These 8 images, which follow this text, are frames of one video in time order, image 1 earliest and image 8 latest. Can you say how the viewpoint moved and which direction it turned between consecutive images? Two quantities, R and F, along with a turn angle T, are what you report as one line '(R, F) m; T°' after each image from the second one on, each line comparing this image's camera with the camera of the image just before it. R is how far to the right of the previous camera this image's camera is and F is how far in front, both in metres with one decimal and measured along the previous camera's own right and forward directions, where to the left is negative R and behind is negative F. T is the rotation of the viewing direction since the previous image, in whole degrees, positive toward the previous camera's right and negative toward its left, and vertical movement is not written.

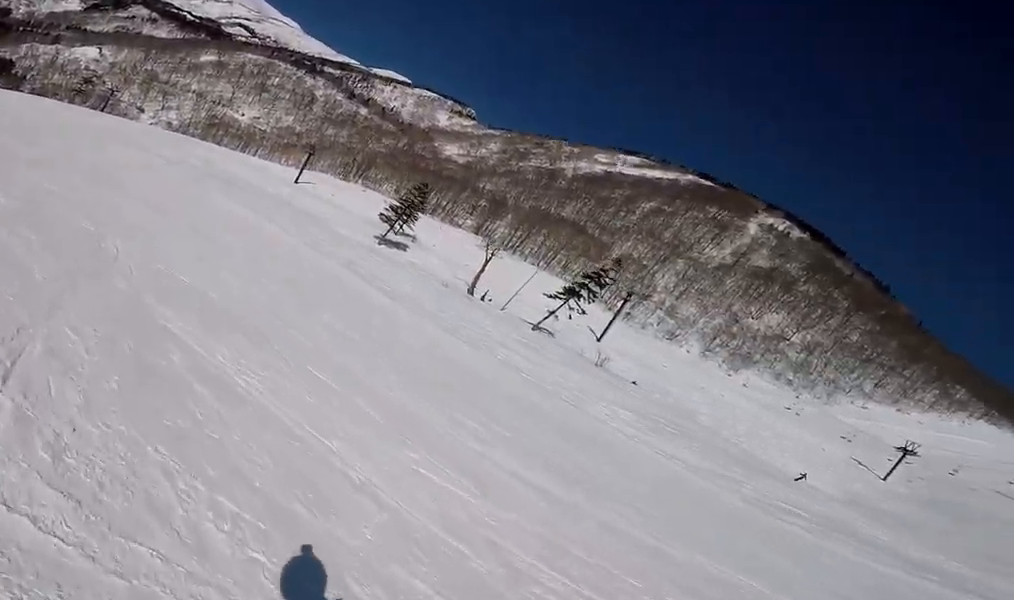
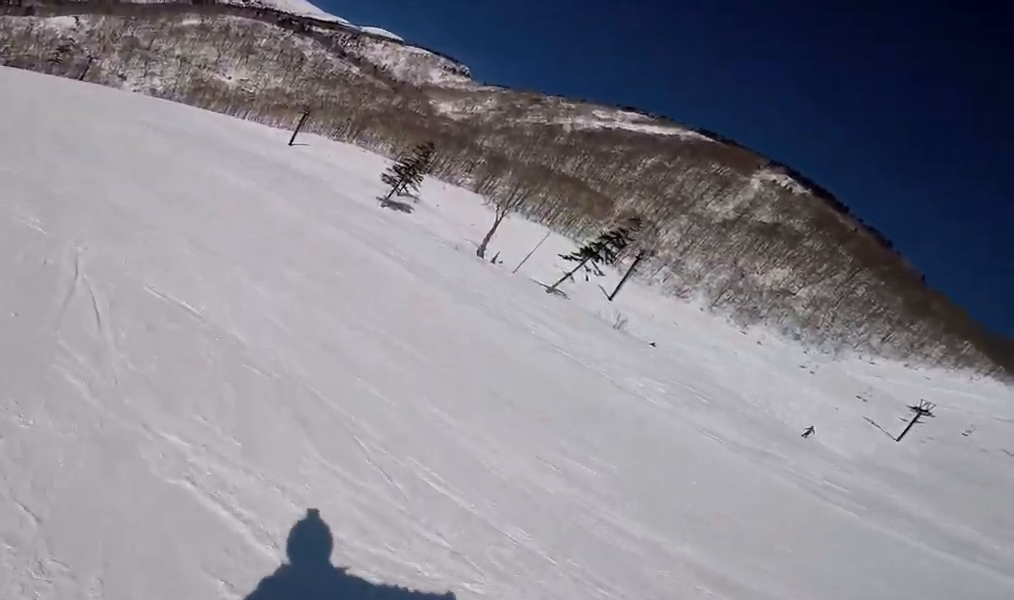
(+0.3, +3.1) m; +1°
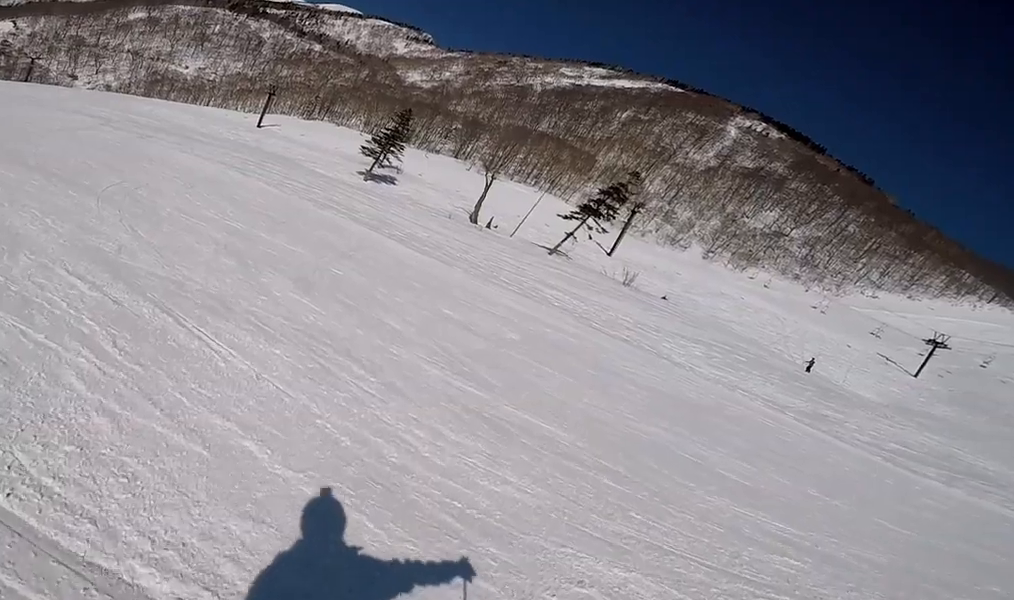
(0.0, +3.1) m; +4°
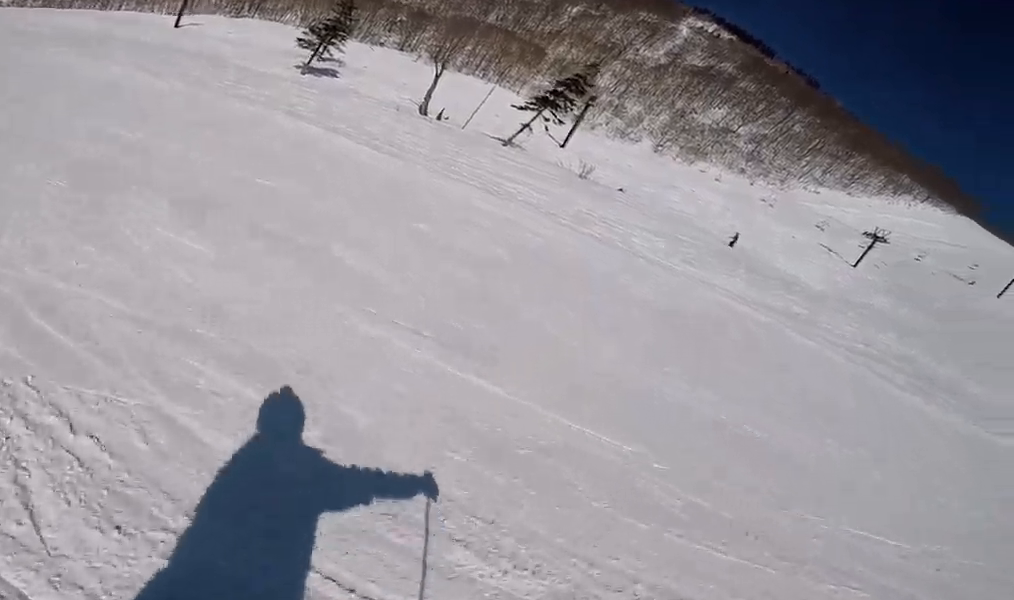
(-0.4, +2.5) m; +5°
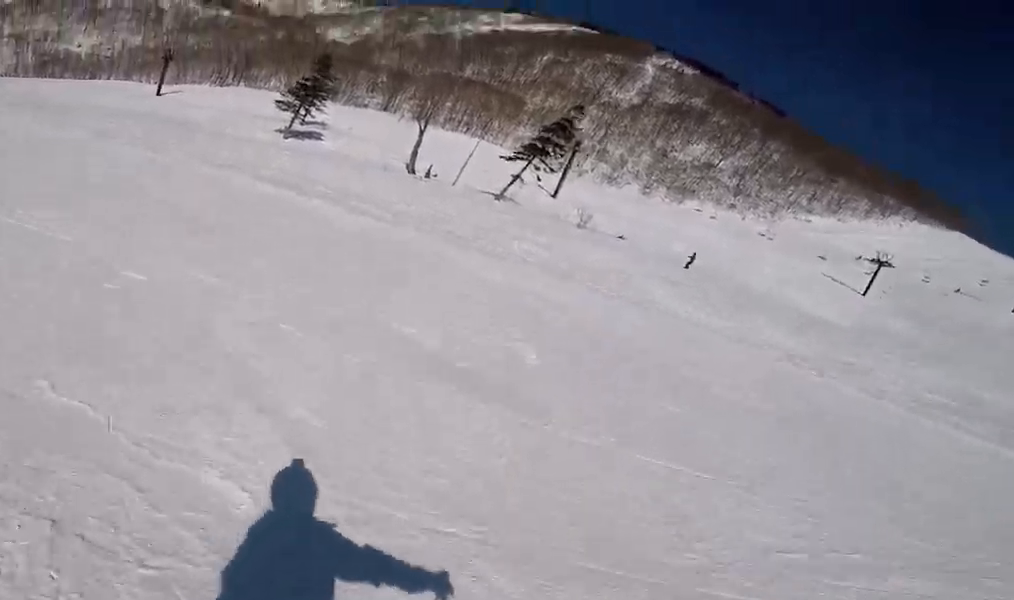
(+0.4, +3.0) m; -4°
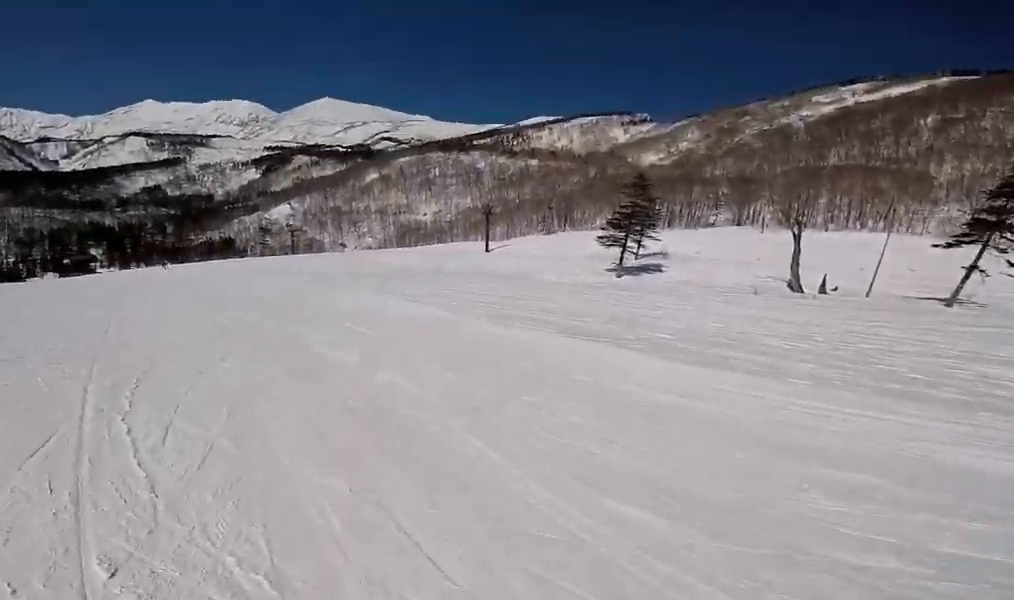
(+0.6, +3.8) m; -16°
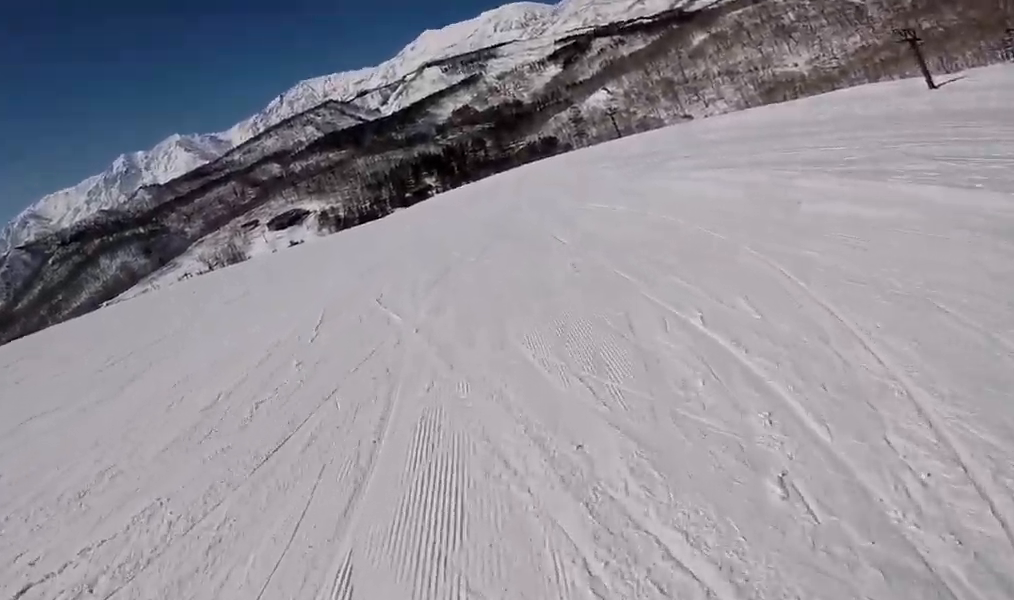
(-6.3, +7.6) m; -70°
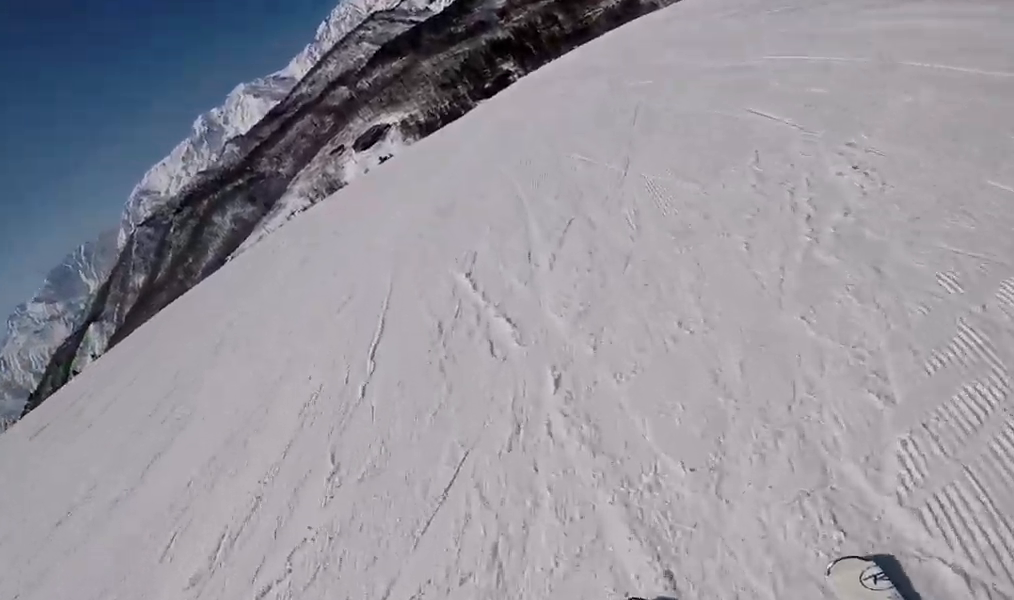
(-0.6, +2.4) m; -6°
